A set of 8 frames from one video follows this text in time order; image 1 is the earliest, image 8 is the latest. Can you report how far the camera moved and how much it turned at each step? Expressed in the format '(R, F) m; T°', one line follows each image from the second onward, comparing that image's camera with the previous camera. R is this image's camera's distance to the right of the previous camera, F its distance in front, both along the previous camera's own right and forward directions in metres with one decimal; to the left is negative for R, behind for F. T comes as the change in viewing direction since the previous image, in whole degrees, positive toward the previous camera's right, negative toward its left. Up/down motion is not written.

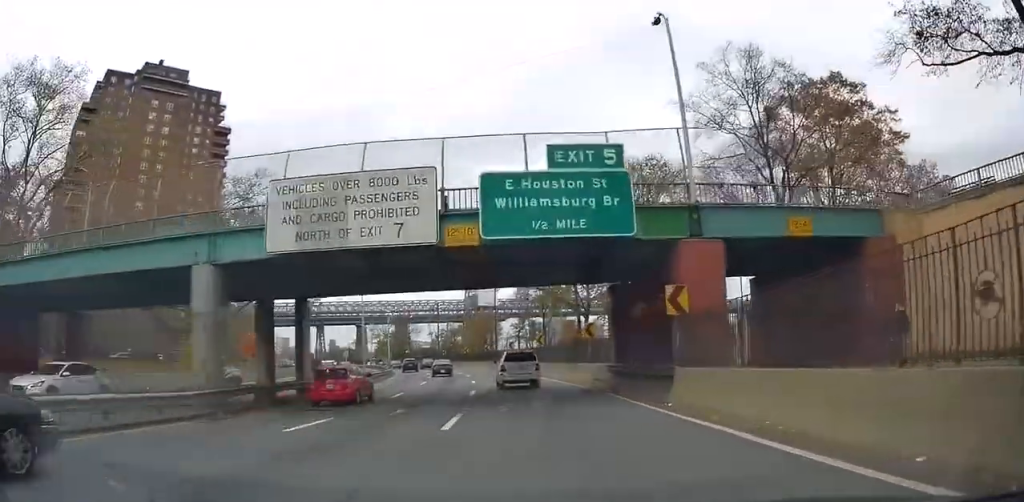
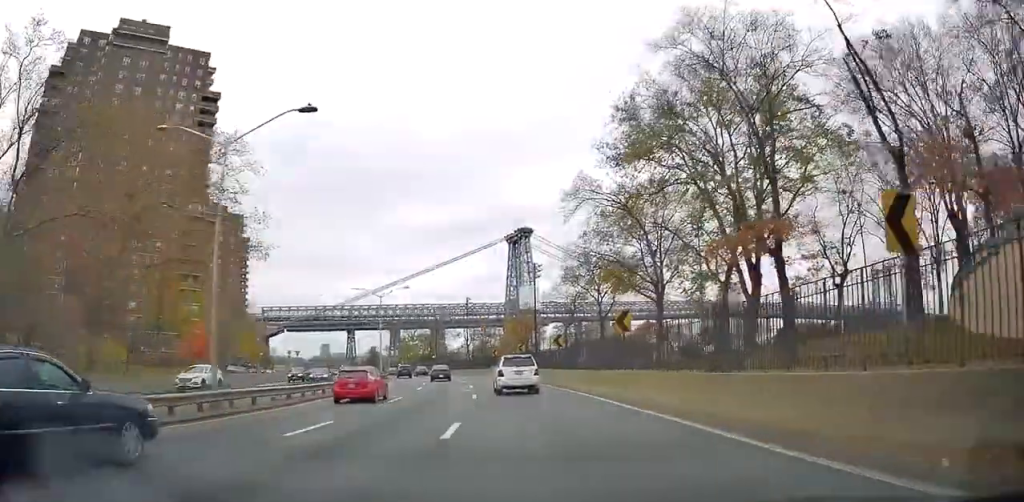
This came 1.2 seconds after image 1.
(-0.9, +24.8) m; -4°
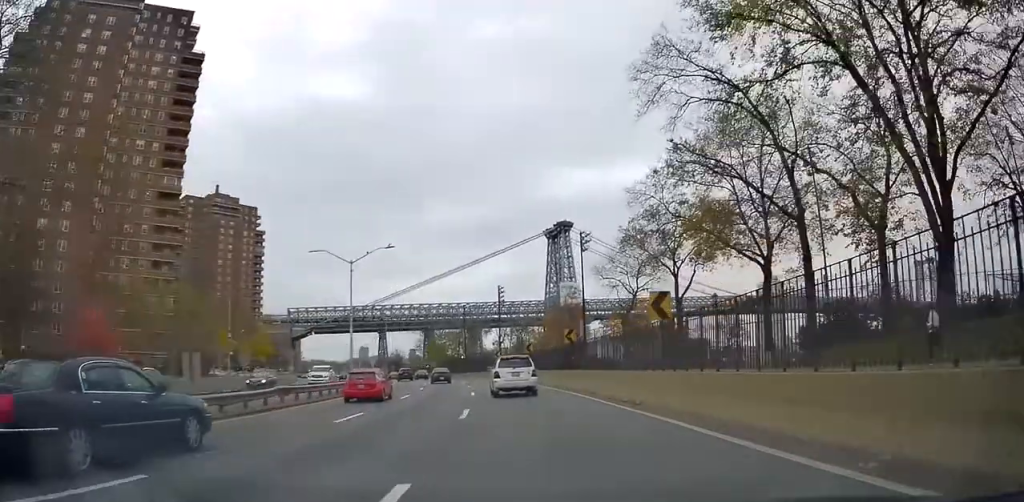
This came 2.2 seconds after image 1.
(-0.6, +20.6) m; -4°
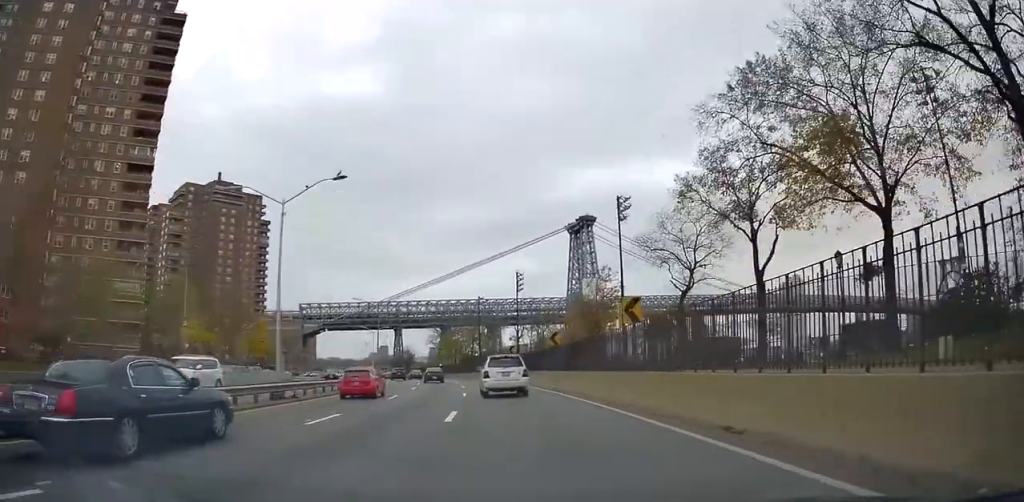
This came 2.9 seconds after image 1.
(-0.5, +13.7) m; -3°
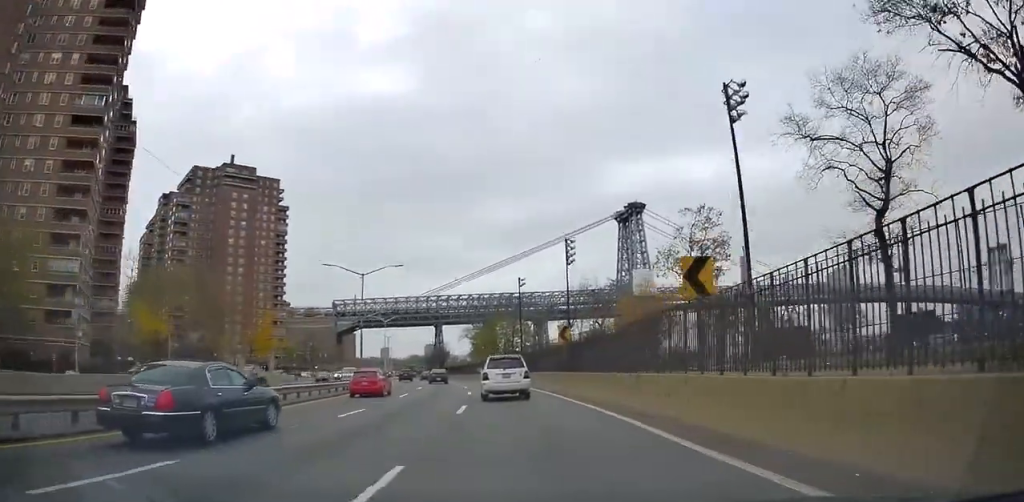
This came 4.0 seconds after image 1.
(-0.9, +21.0) m; -4°
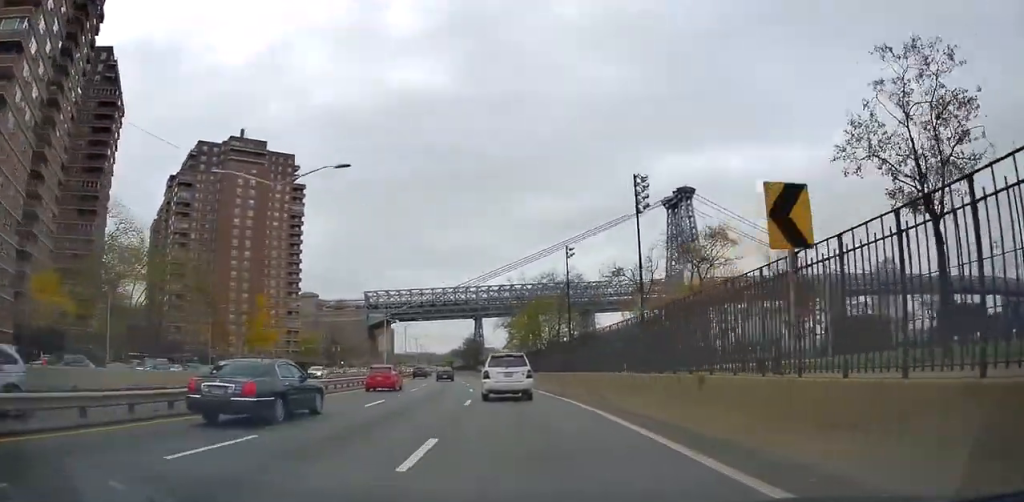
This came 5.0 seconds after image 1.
(-0.4, +21.4) m; -3°
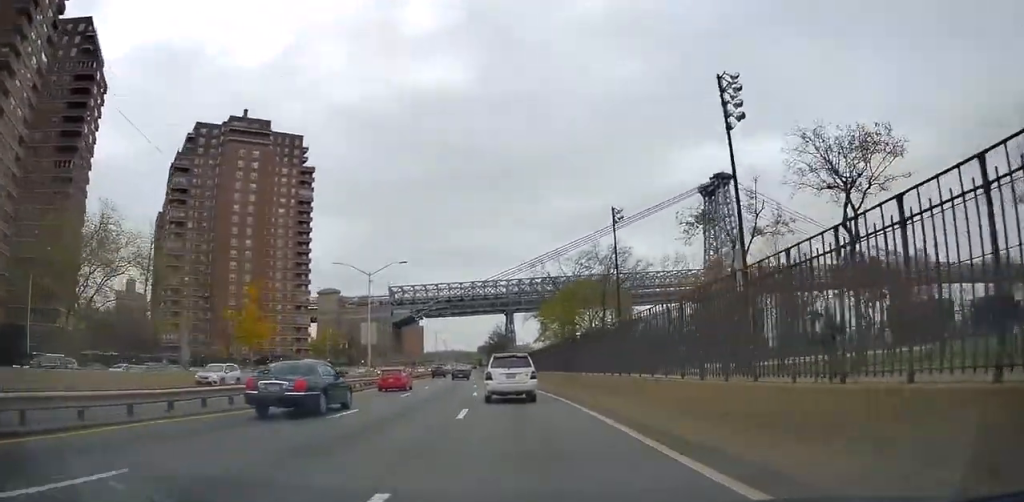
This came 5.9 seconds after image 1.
(-0.3, +16.8) m; -4°
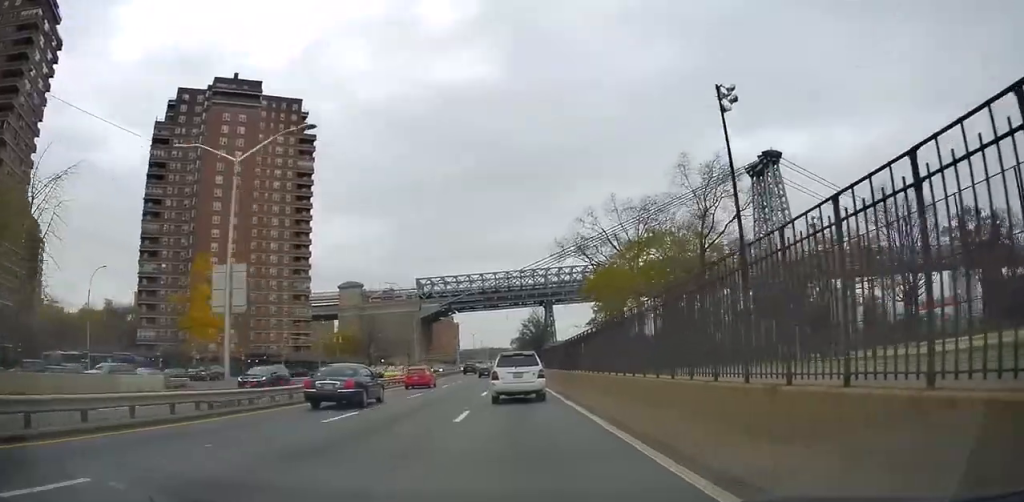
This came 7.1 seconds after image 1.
(-1.6, +25.3) m; -6°
